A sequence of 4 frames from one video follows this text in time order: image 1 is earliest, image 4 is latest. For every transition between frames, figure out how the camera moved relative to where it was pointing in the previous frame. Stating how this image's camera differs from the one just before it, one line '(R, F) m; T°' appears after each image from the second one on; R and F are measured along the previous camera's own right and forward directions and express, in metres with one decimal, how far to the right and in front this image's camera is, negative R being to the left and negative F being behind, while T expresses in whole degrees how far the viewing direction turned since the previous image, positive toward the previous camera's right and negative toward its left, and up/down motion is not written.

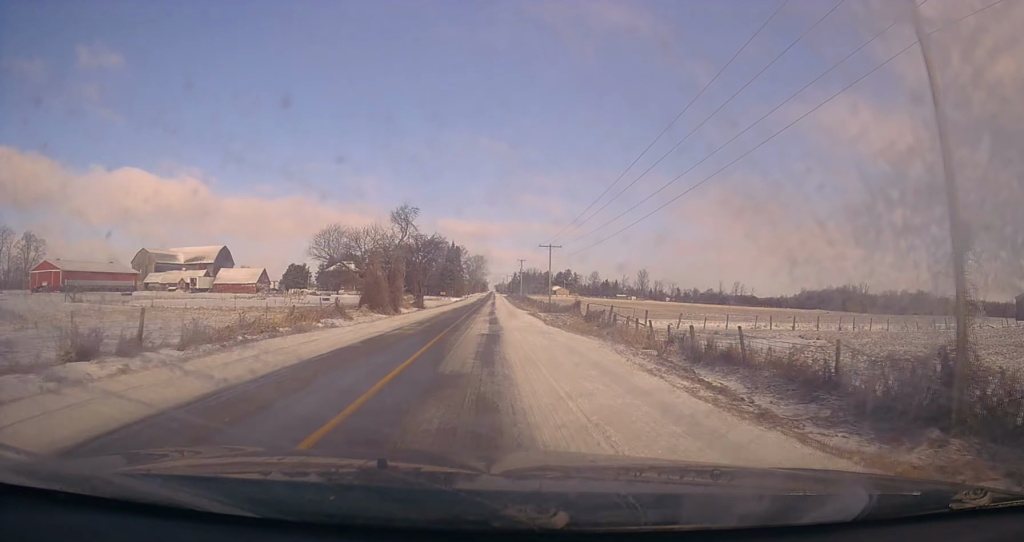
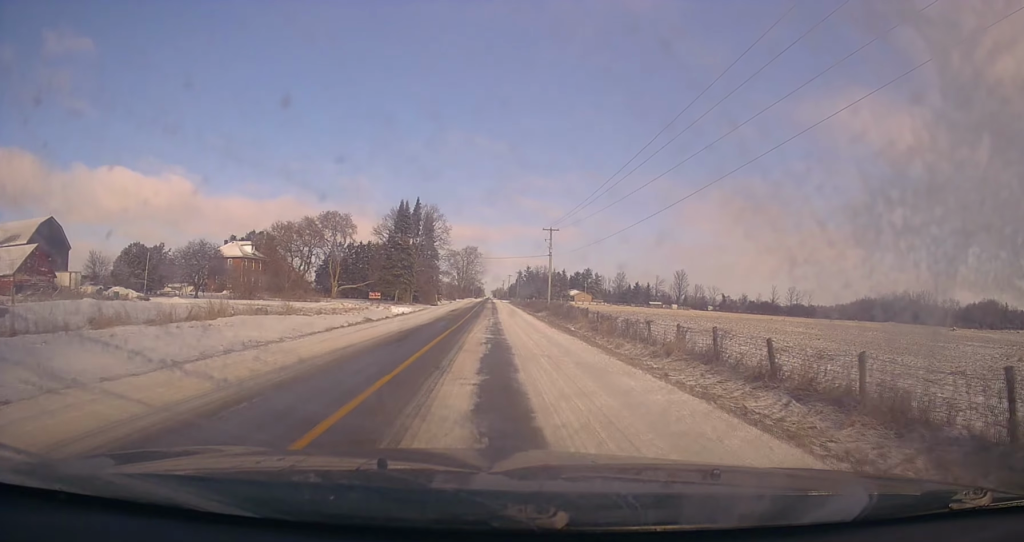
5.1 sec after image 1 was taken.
(+1.0, +82.3) m; +1°
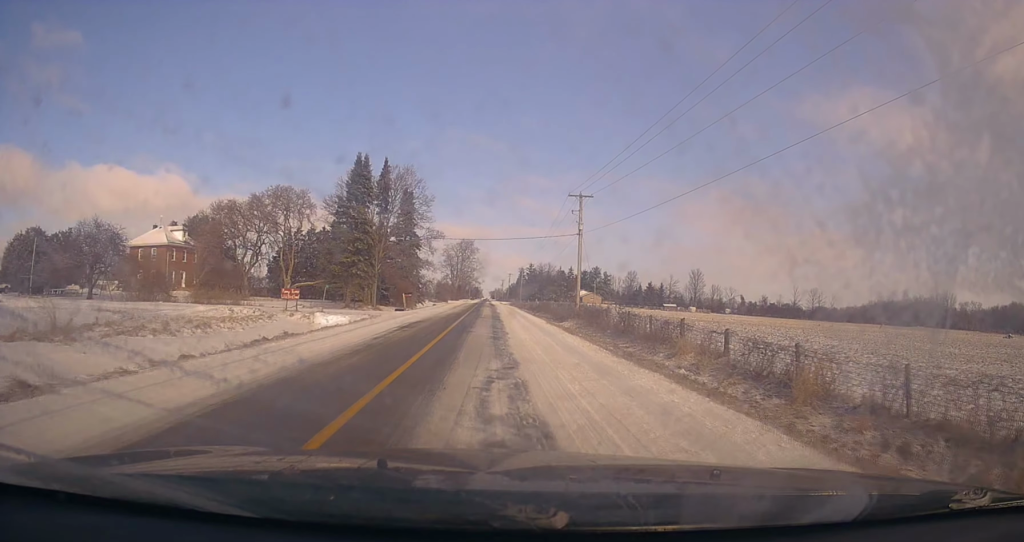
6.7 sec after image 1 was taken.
(-0.2, +26.2) m; 0°
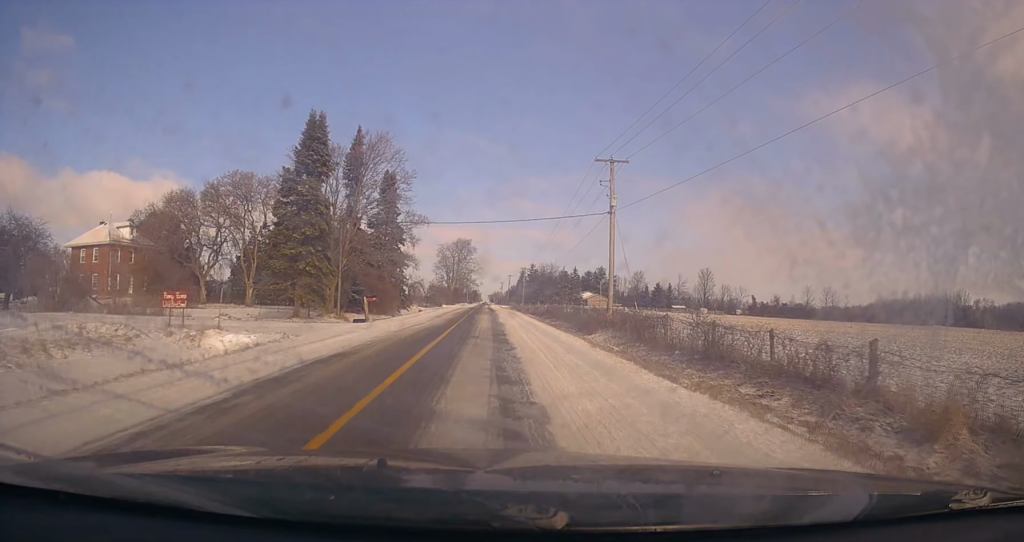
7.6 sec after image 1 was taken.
(+0.1, +14.3) m; +1°
